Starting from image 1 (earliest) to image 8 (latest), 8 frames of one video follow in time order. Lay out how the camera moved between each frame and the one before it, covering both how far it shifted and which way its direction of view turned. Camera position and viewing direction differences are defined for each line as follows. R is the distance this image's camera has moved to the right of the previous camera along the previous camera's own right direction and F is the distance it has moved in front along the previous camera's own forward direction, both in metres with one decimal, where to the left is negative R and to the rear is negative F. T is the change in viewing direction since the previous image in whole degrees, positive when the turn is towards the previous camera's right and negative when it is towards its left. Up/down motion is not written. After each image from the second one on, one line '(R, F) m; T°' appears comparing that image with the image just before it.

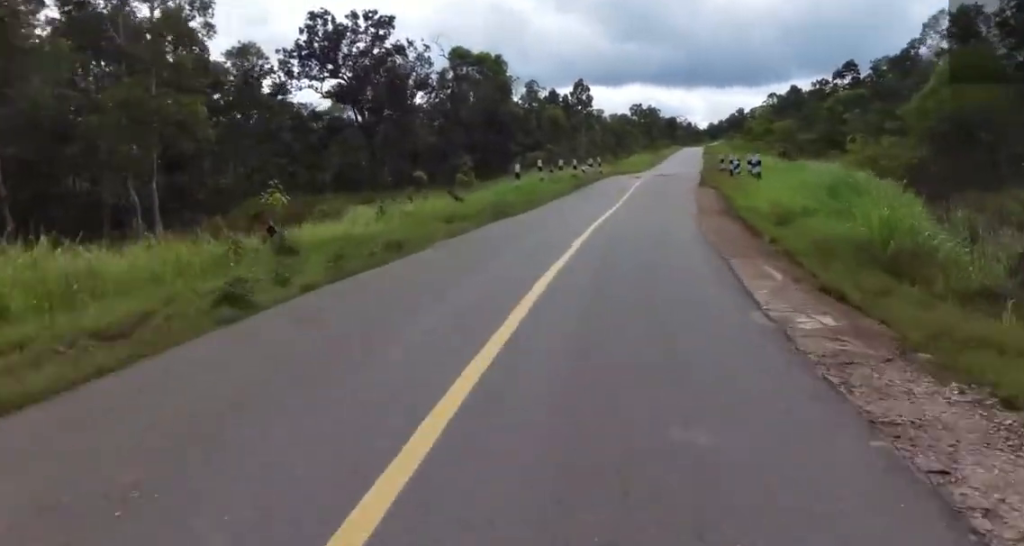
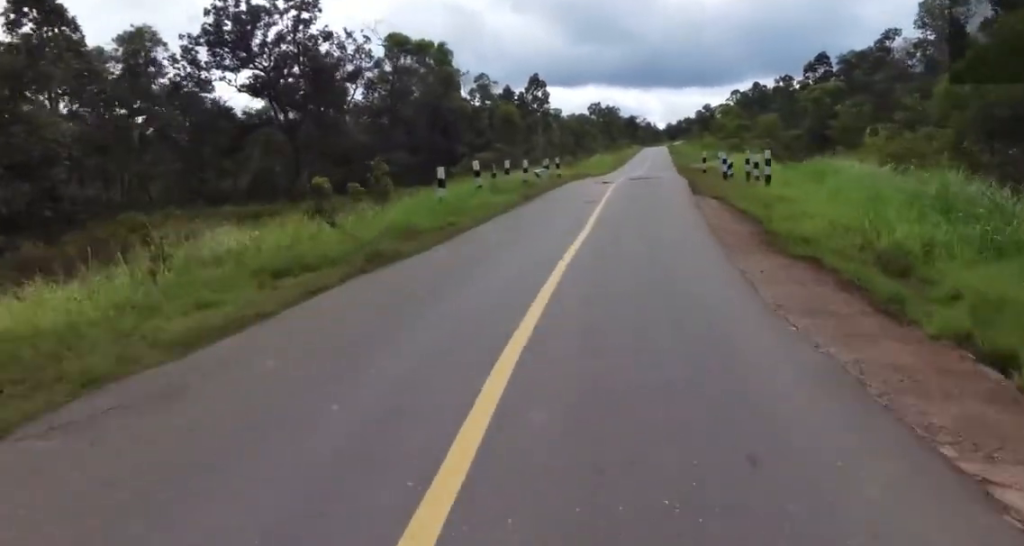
(+0.4, +6.8) m; +3°
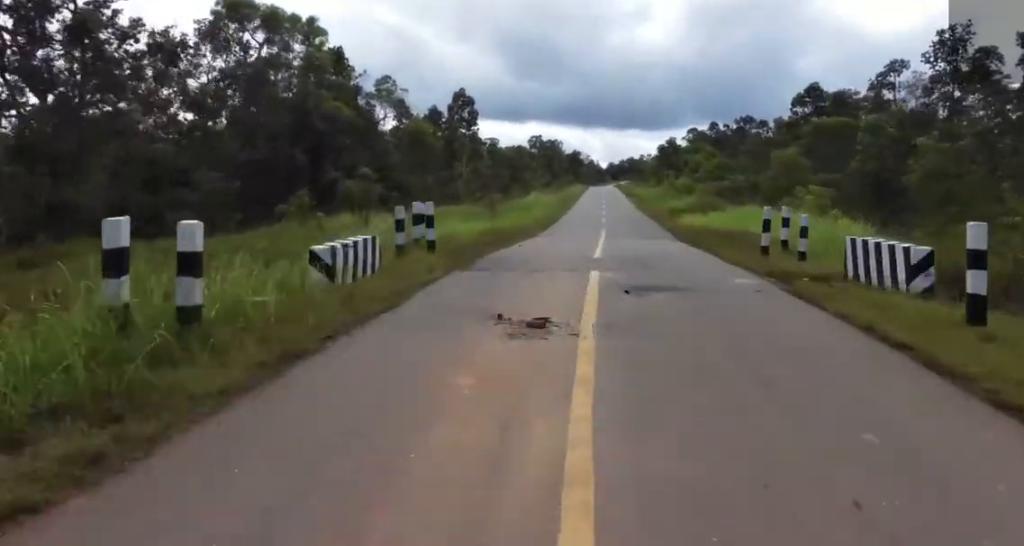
(+1.2, +19.0) m; +7°
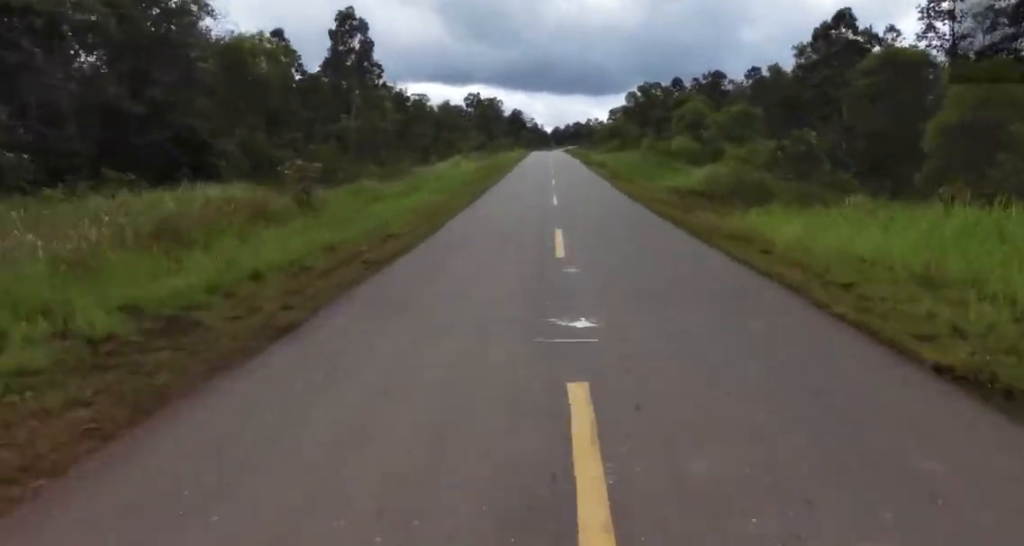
(+1.9, +21.6) m; +2°
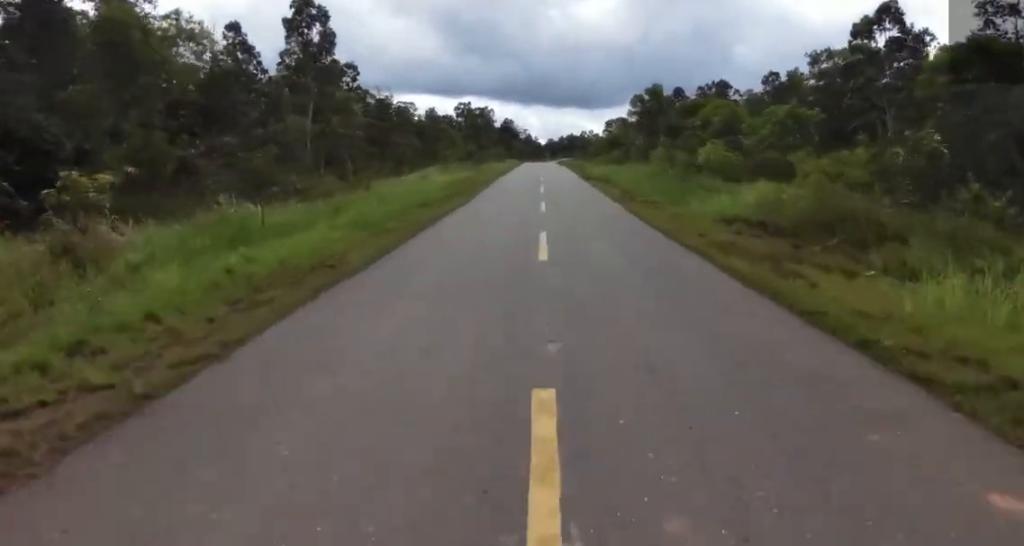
(-1.0, +9.1) m; -4°
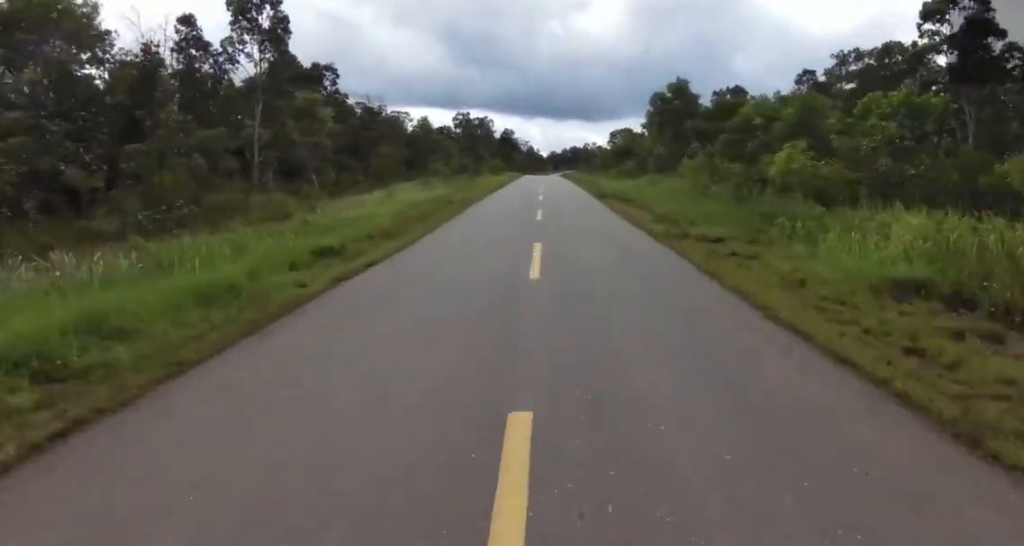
(-0.4, +8.7) m; -4°
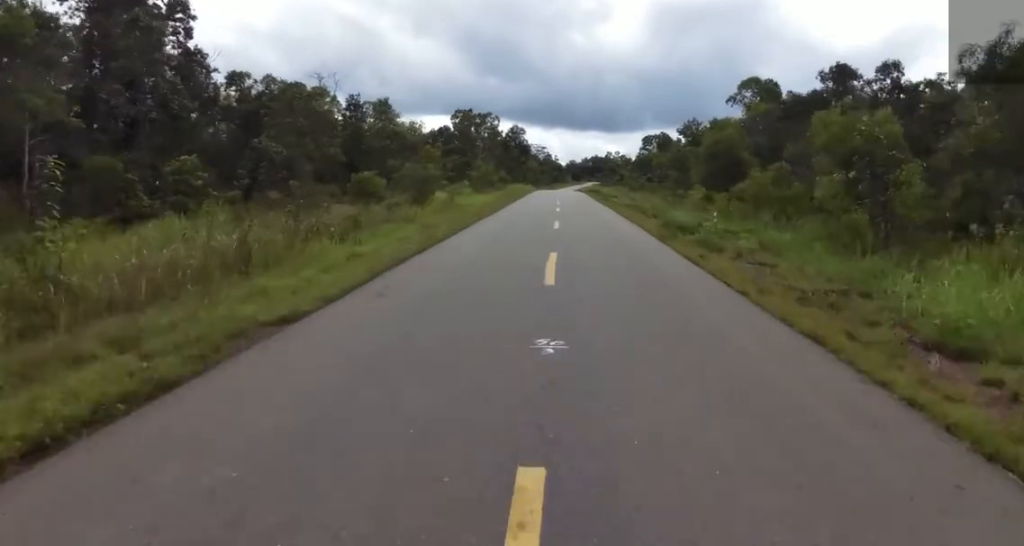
(-1.0, +36.7) m; +2°
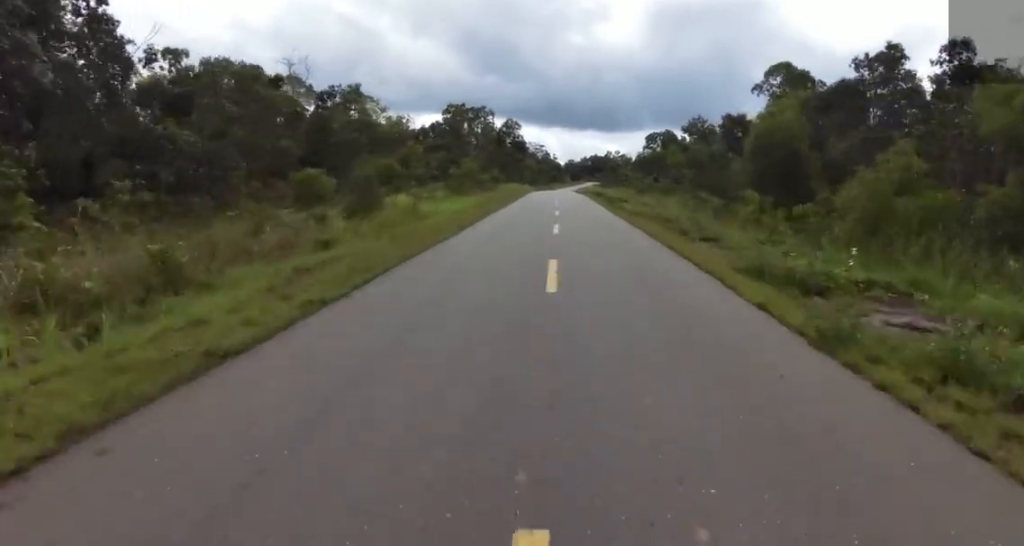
(+0.6, +10.2) m; 0°
